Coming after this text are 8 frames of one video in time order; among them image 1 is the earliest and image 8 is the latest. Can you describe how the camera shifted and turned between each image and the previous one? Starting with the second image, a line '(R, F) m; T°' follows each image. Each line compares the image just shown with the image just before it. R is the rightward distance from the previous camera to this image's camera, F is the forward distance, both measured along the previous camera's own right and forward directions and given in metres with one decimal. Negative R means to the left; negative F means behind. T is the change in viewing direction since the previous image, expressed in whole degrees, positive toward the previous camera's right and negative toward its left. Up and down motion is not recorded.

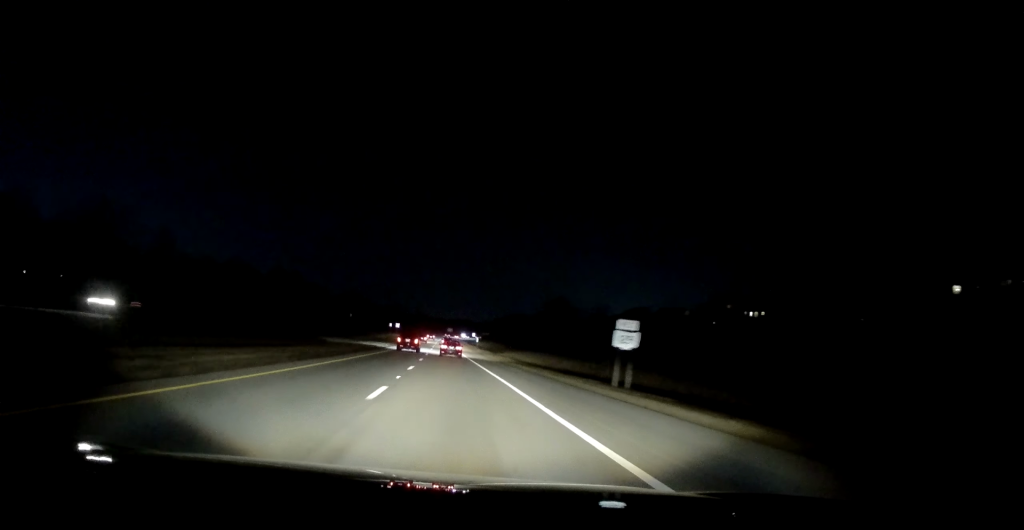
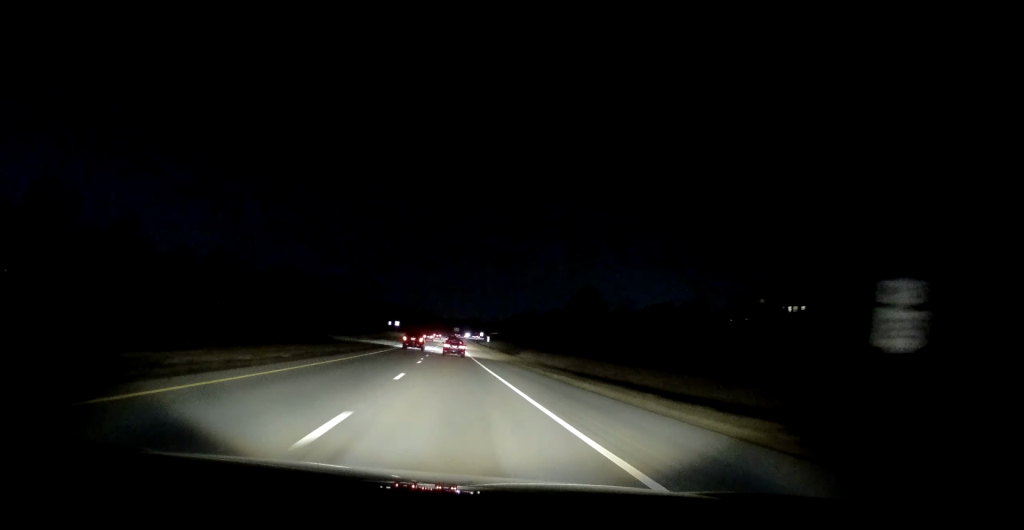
(-0.1, +18.0) m; 0°
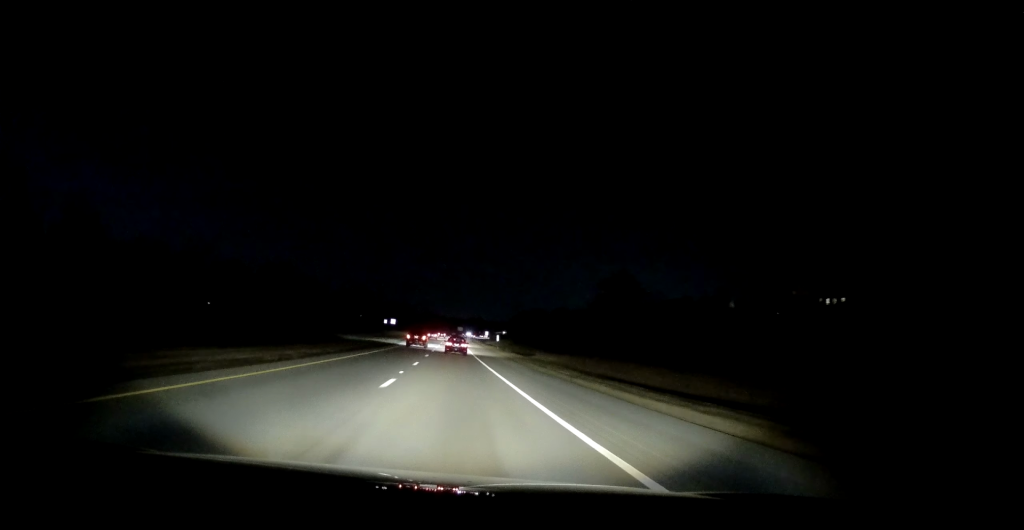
(-0.3, +16.2) m; 0°
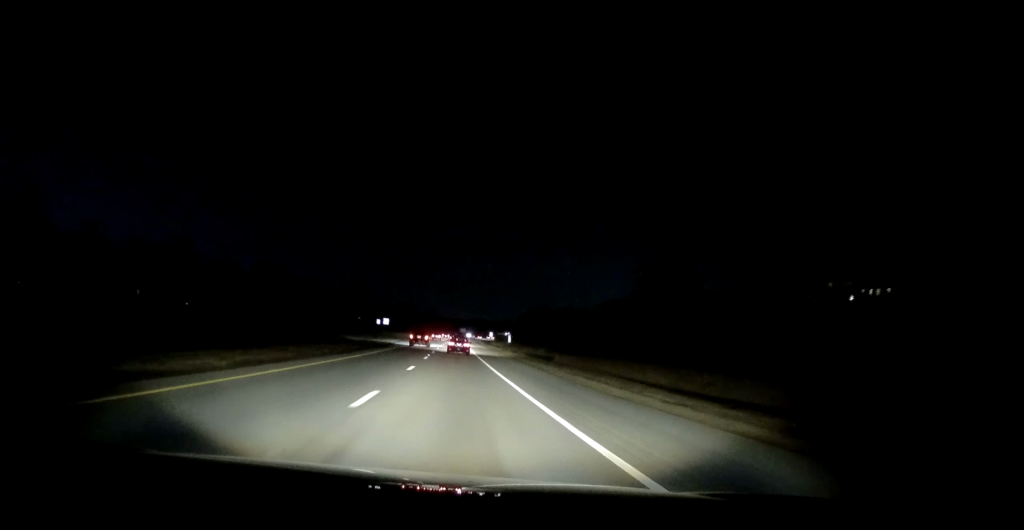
(+0.1, +16.3) m; 0°
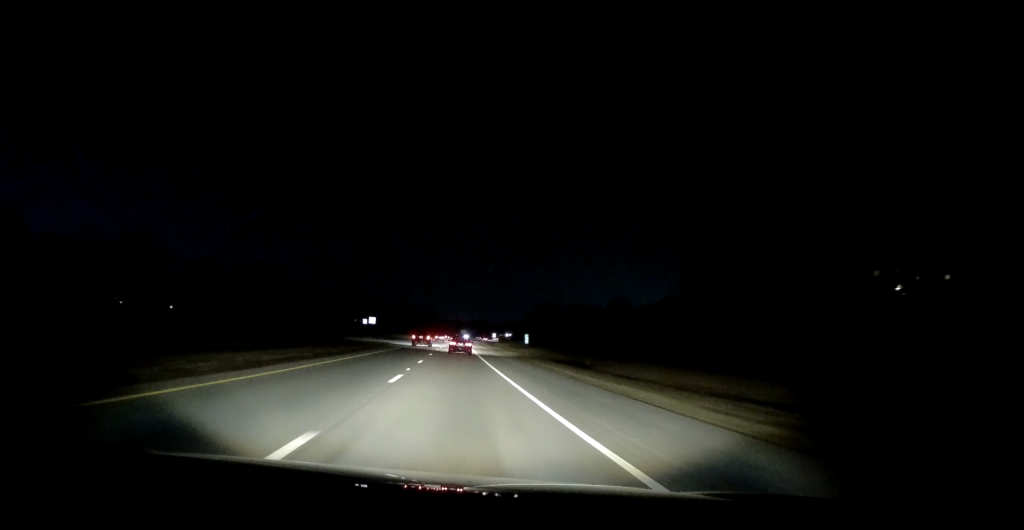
(+0.4, +18.4) m; -1°
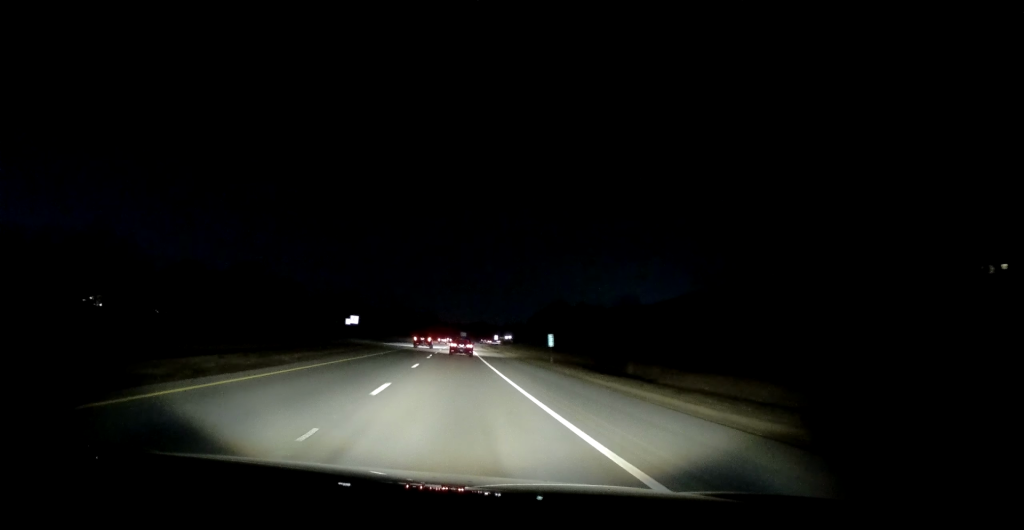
(-0.6, +15.5) m; -1°
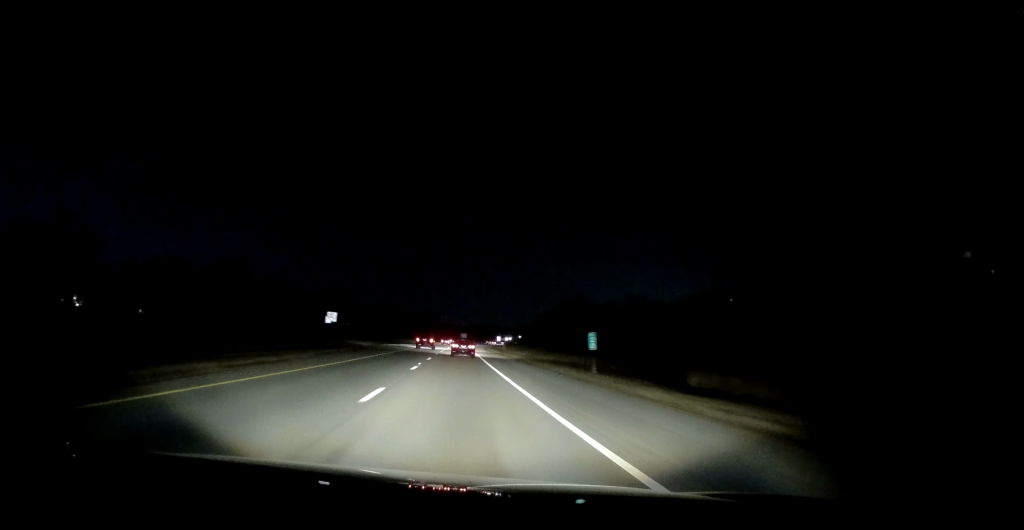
(-0.3, +13.6) m; 0°
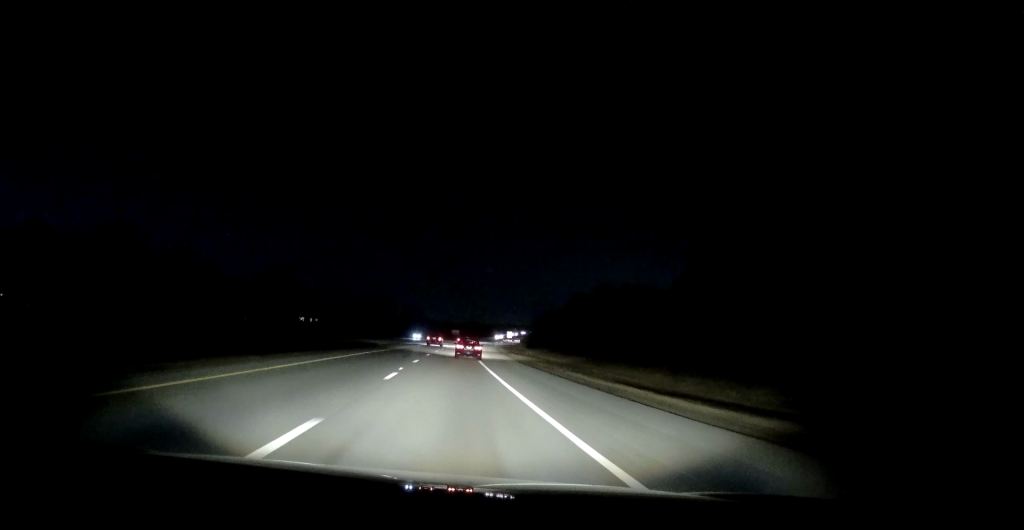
(+1.4, +78.4) m; +1°
